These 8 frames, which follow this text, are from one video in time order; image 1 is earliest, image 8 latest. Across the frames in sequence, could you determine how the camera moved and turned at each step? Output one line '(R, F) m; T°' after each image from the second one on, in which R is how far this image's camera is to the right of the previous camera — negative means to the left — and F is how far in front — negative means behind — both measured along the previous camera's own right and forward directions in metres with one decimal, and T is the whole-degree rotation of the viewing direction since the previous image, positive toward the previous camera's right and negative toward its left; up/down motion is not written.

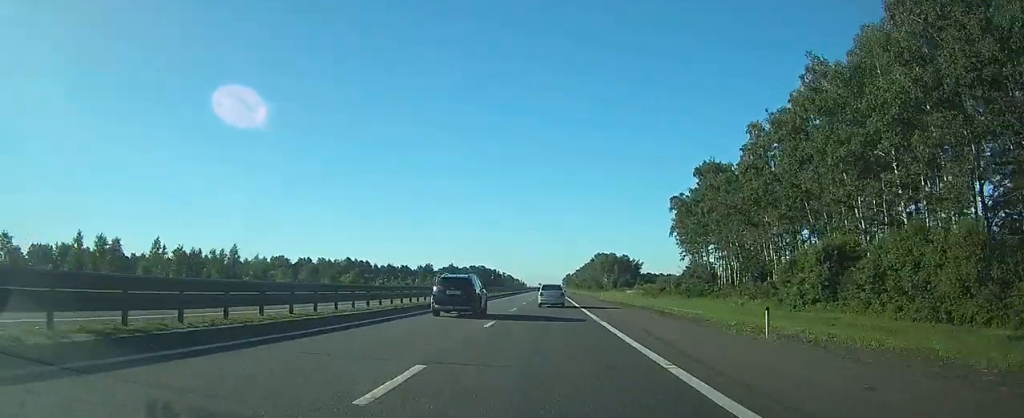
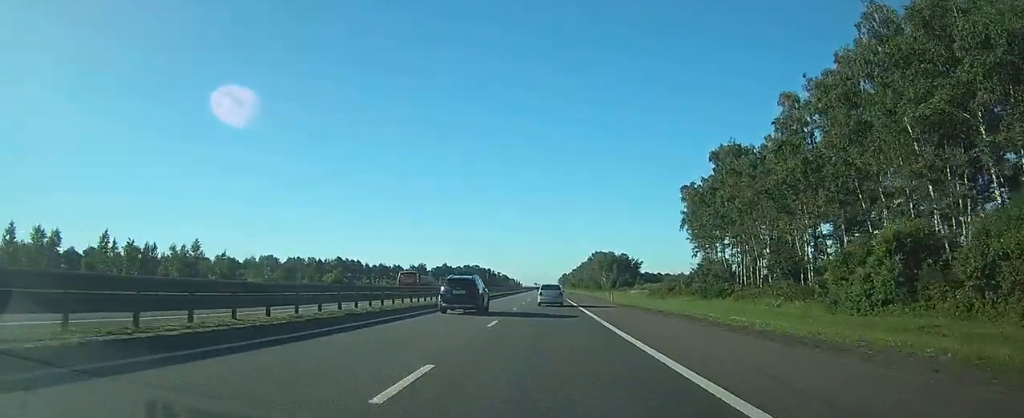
(+0.1, +11.6) m; 0°
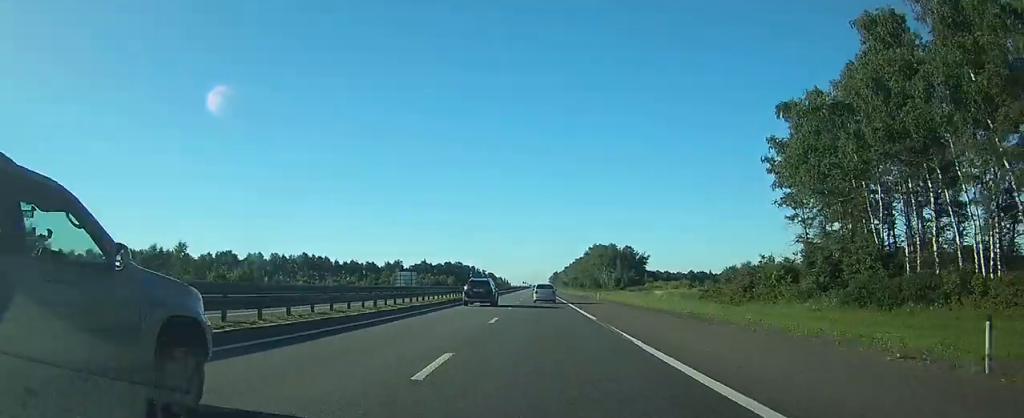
(+0.5, +45.5) m; +1°
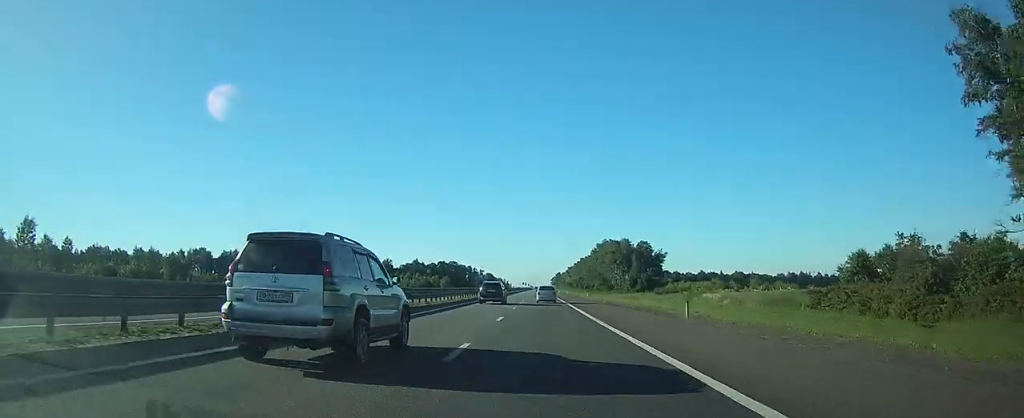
(+0.3, +33.3) m; +1°
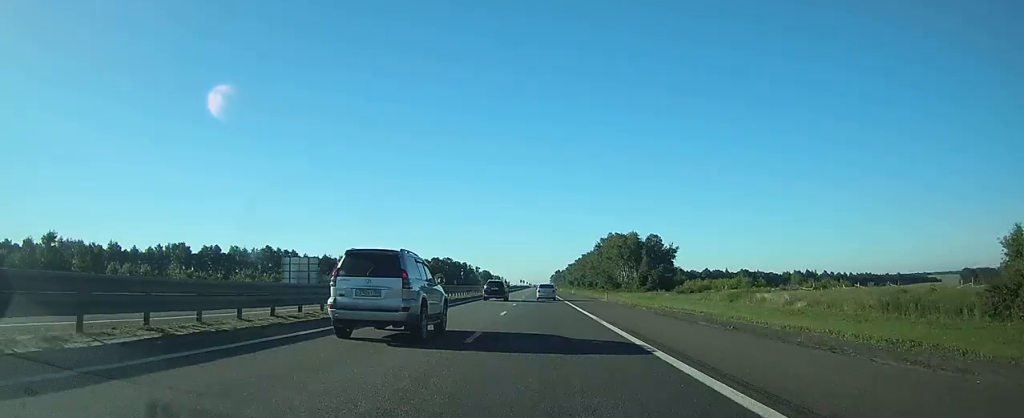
(0.0, +20.8) m; 0°
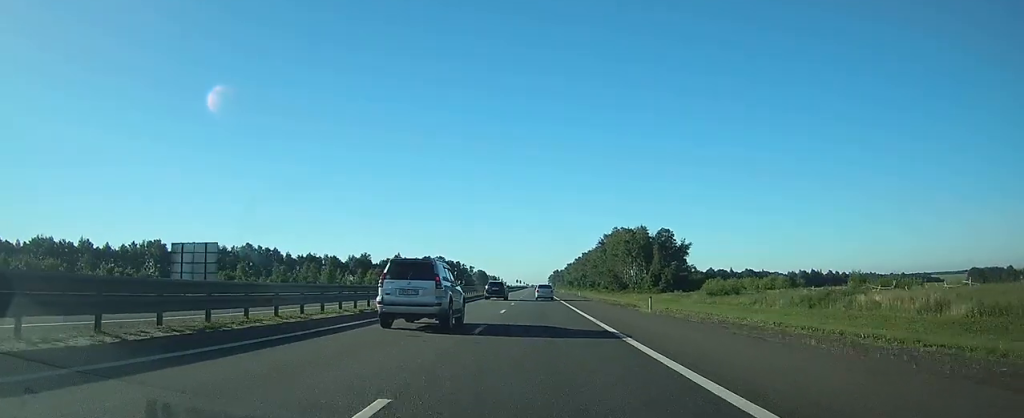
(0.0, +20.9) m; 0°
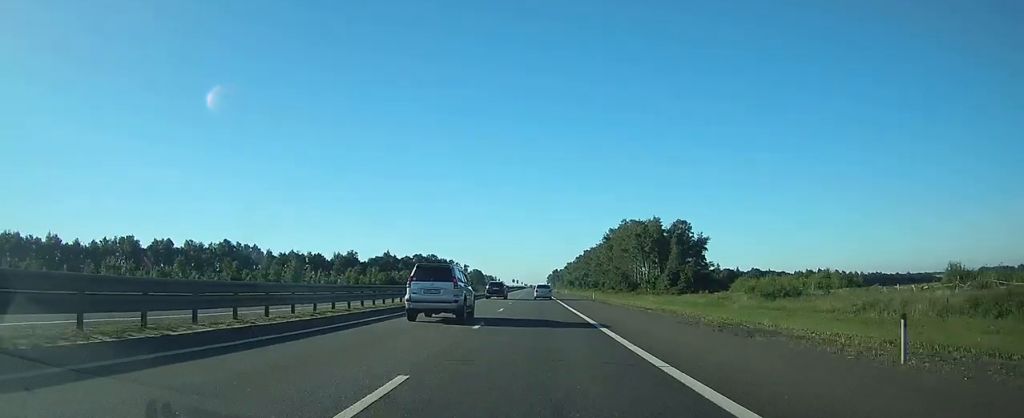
(0.0, +21.9) m; 0°
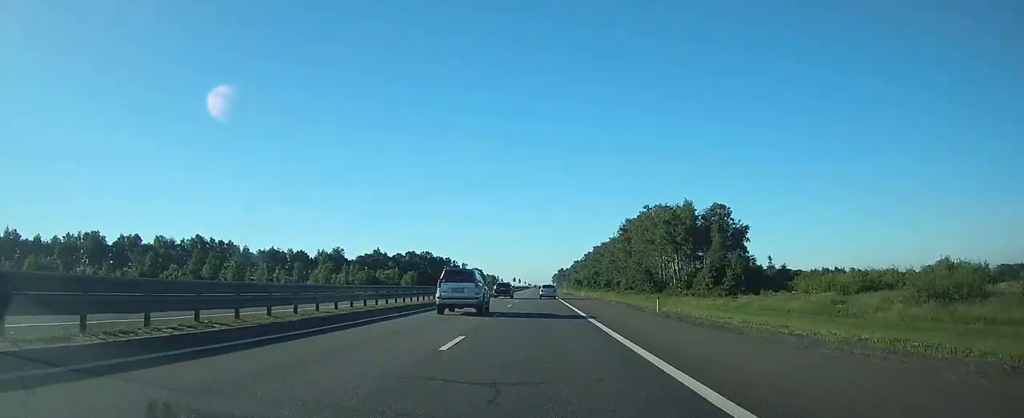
(0.0, +29.3) m; 0°
